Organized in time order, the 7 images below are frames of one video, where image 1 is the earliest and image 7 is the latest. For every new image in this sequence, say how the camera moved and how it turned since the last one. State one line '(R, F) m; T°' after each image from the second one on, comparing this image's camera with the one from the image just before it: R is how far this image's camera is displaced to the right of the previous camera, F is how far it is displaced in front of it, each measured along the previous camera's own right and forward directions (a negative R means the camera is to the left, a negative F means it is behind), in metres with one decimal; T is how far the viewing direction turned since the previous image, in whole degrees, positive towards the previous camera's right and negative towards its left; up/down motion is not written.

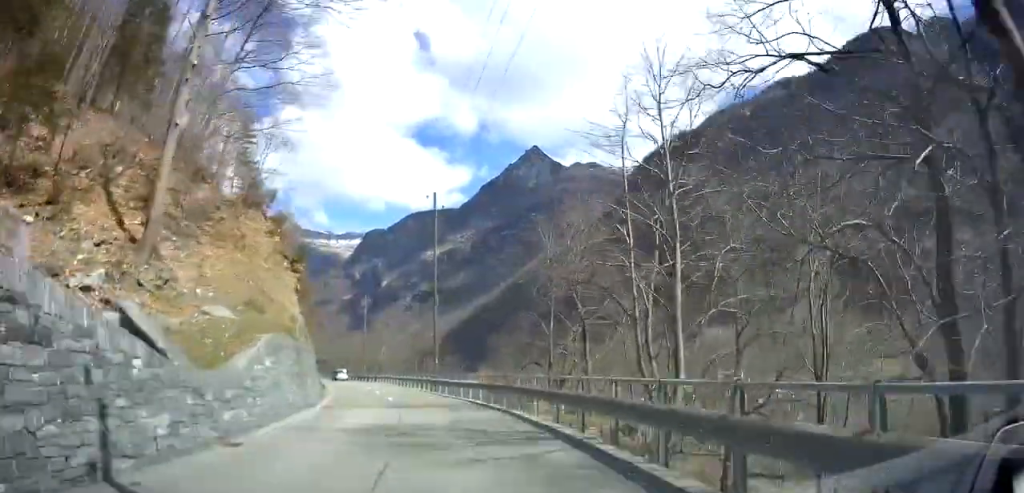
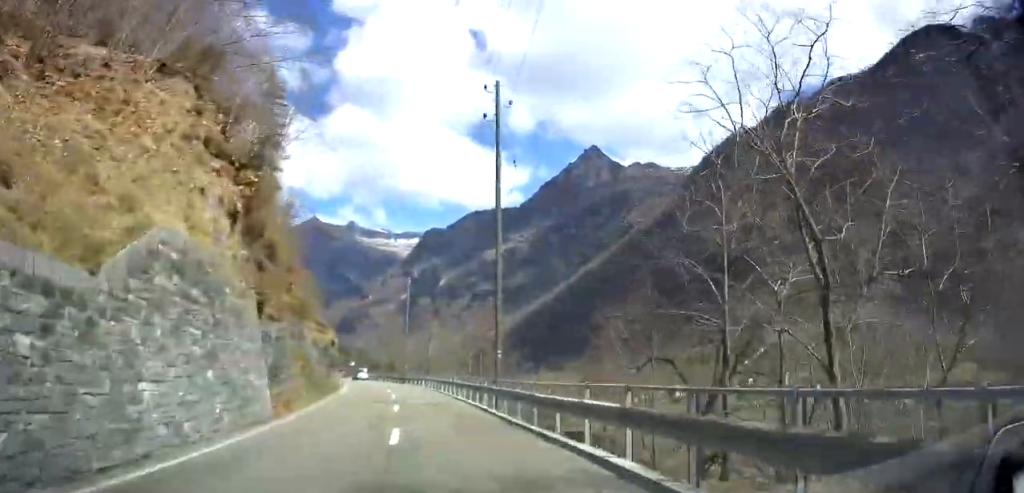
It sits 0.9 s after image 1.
(-0.5, +14.0) m; -3°
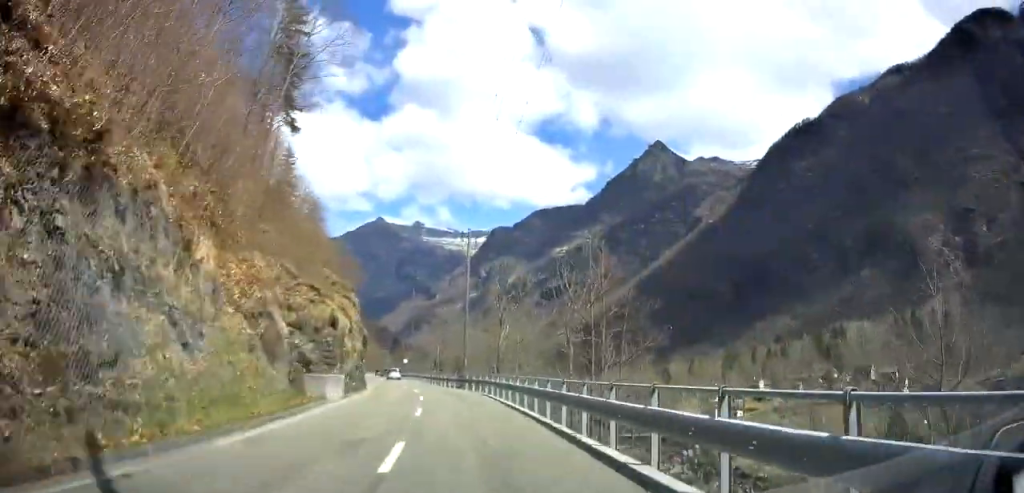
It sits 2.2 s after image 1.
(-1.0, +20.5) m; -6°
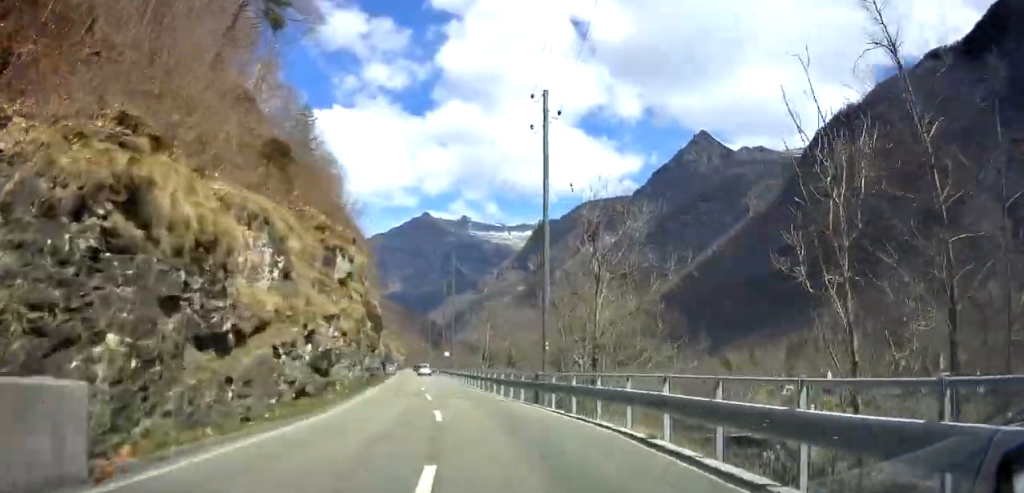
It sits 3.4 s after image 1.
(-1.1, +19.4) m; -4°
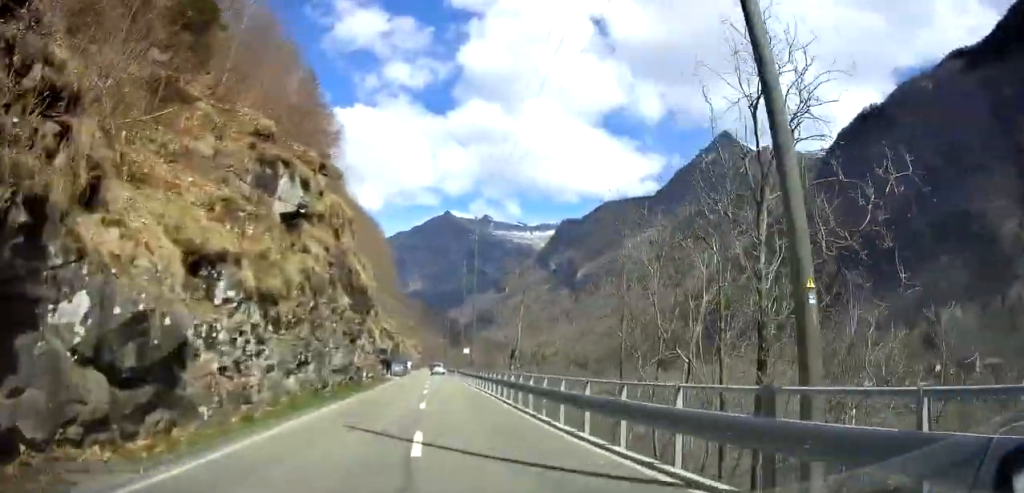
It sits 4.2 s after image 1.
(-0.1, +12.7) m; -2°
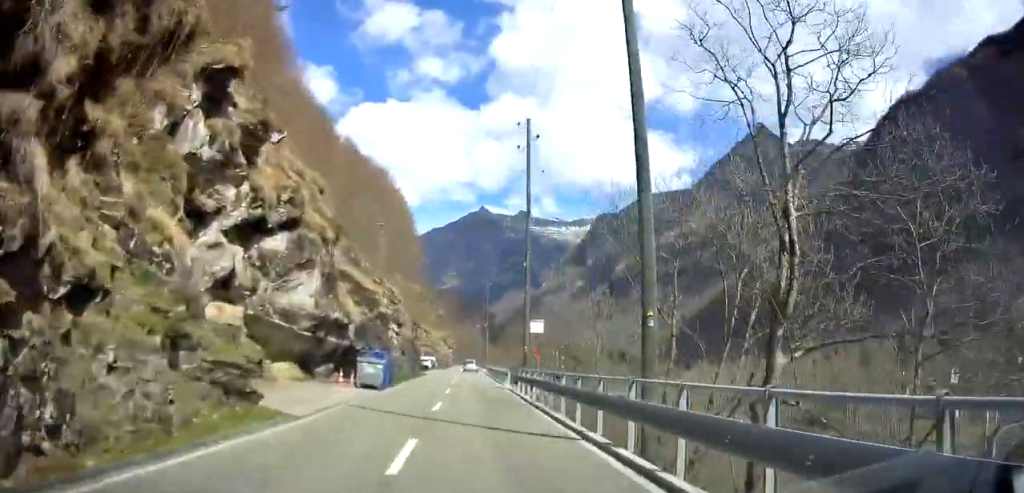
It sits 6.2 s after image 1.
(-1.1, +35.5) m; -3°
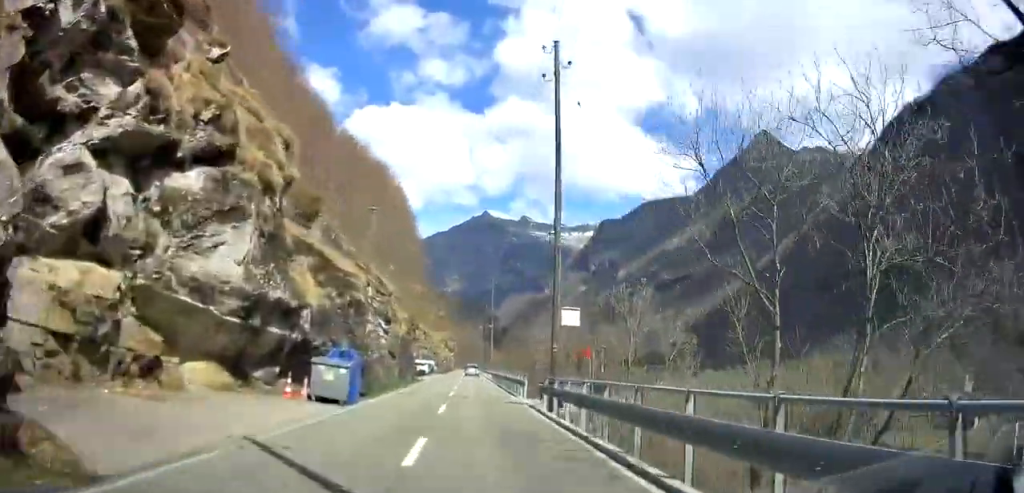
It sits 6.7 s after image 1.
(-0.2, +8.1) m; -1°
